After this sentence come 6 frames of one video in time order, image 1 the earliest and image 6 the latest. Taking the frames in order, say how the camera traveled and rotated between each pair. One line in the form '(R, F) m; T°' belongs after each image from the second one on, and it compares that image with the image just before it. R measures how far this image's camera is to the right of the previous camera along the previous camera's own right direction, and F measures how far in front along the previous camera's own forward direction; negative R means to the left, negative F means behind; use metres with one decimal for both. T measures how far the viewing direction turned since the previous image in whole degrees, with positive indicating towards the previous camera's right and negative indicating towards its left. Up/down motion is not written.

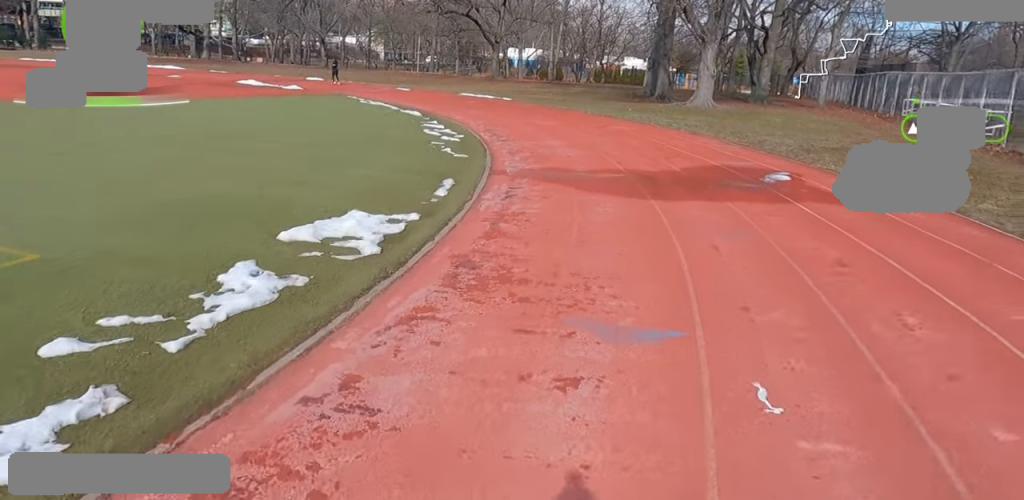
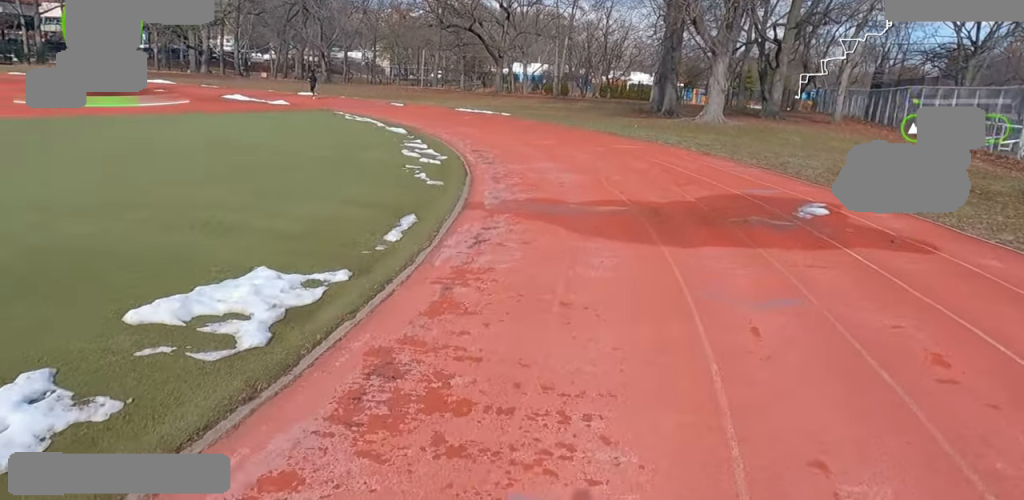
(+0.4, +2.0) m; -3°
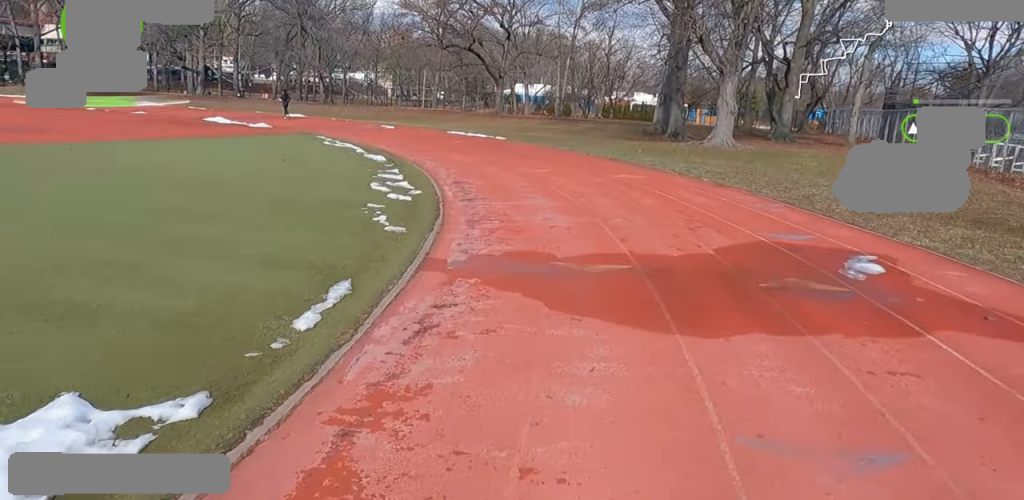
(-0.5, +1.8) m; -9°
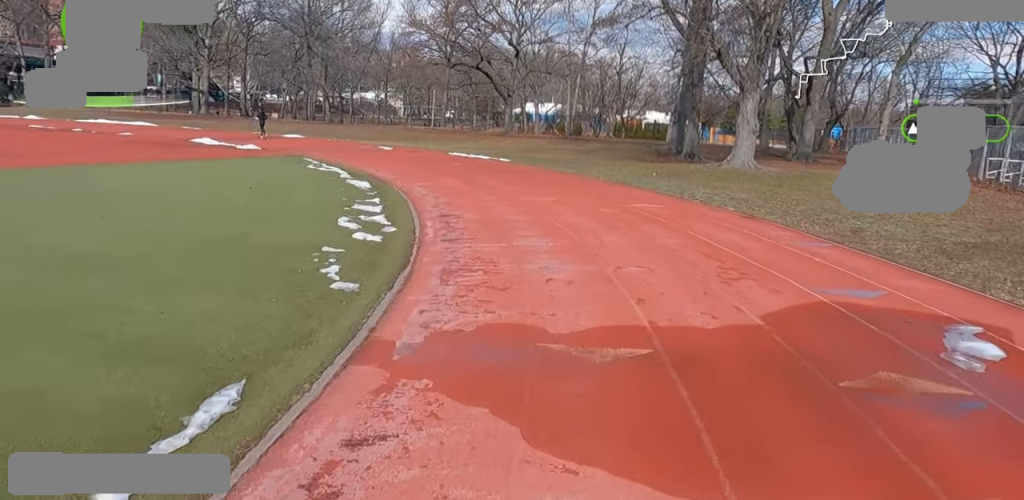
(-0.3, +2.0) m; -9°
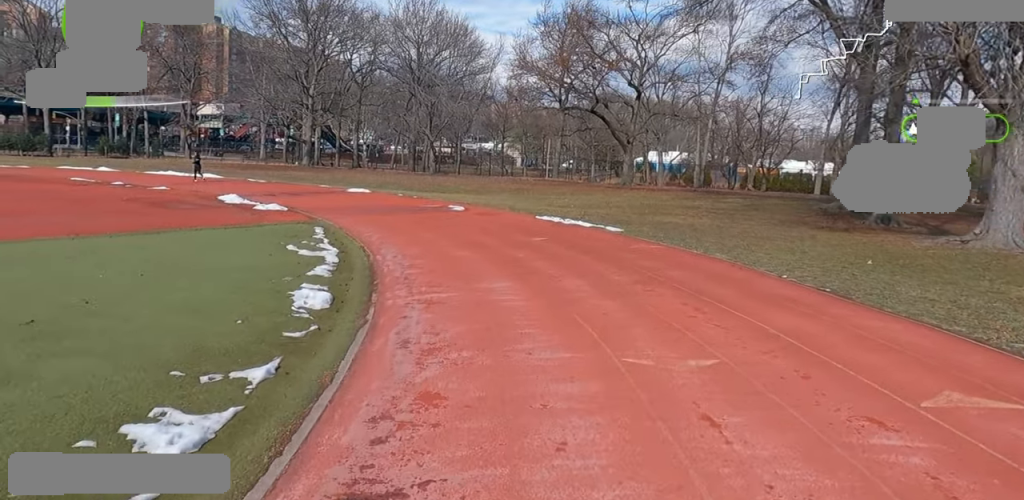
(-0.4, +9.7) m; -6°
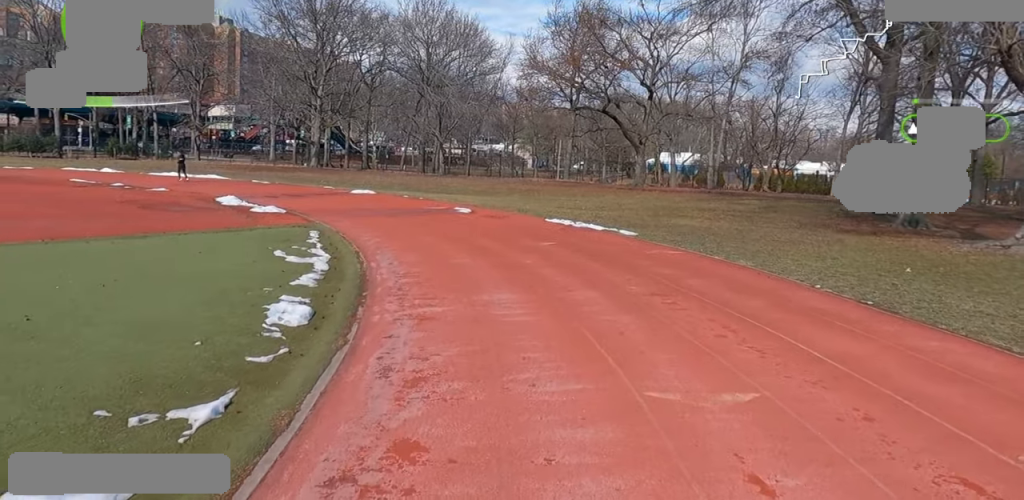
(+0.1, +1.1) m; -4°
